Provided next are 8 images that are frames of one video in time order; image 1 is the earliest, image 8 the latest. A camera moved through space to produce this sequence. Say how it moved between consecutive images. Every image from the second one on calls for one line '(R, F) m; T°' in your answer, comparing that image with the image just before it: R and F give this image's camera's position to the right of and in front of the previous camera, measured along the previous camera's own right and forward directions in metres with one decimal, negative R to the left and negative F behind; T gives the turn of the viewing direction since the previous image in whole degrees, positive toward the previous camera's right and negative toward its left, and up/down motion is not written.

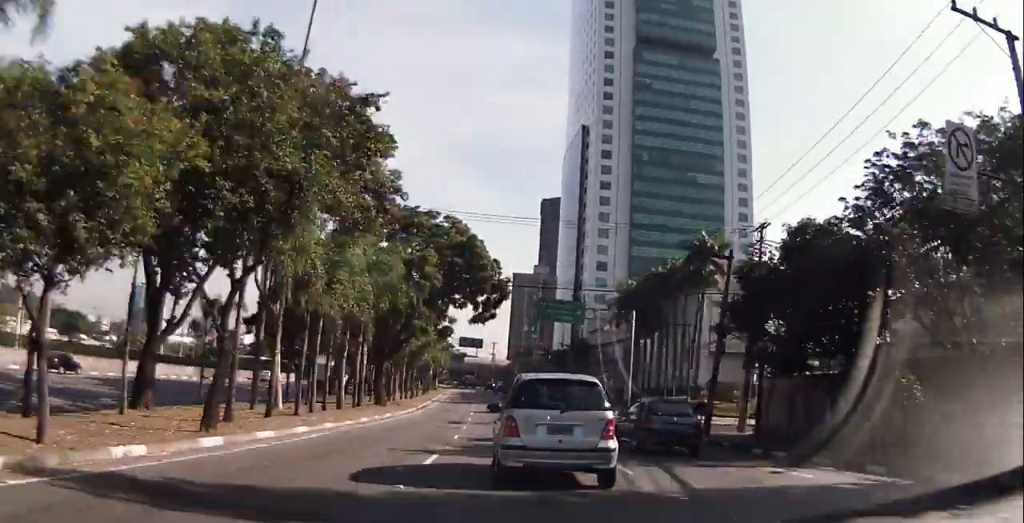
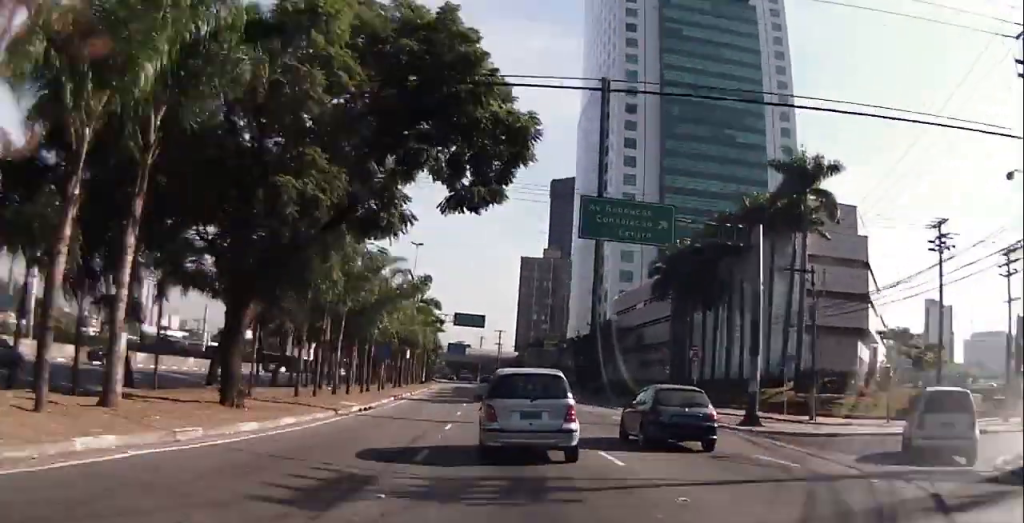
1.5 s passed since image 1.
(0.0, +25.2) m; 0°
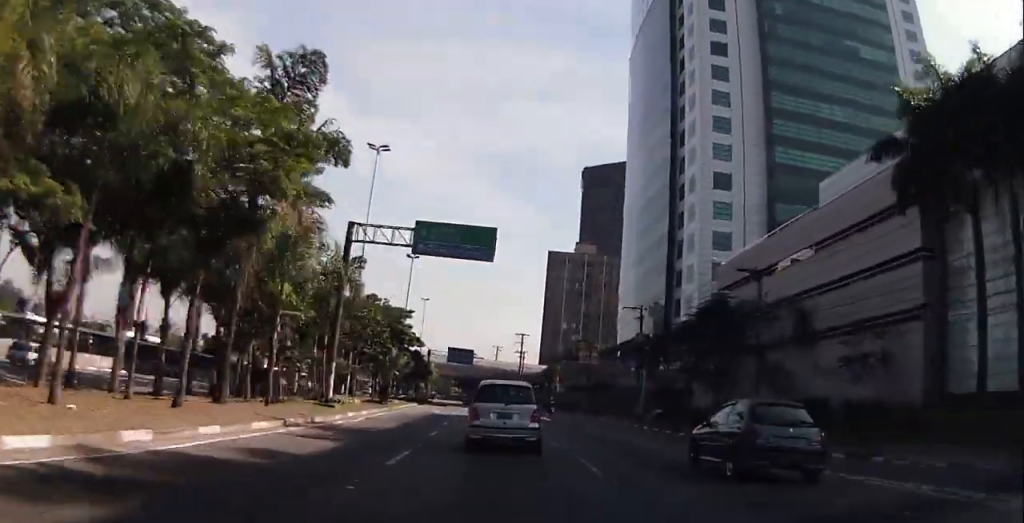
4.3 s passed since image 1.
(-0.5, +48.6) m; -3°
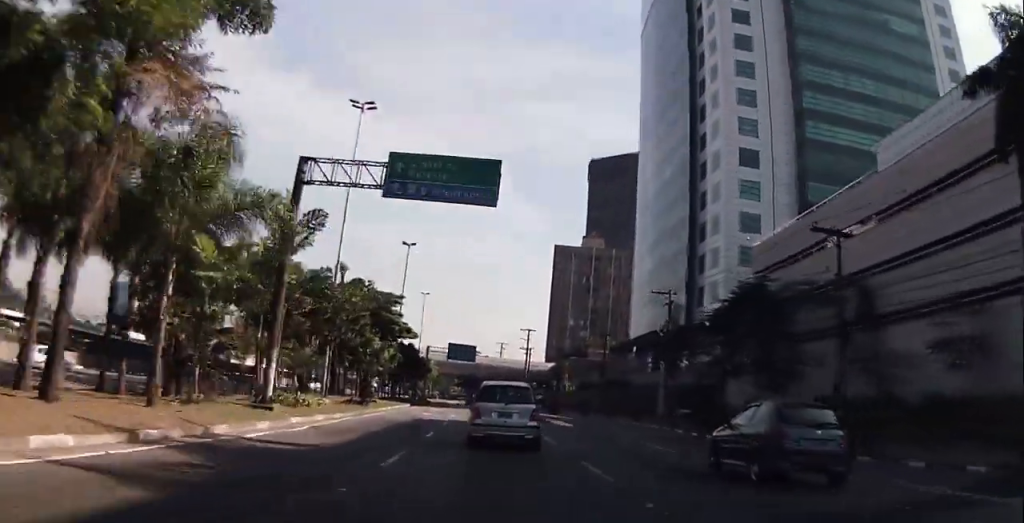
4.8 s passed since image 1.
(0.0, +8.5) m; -1°
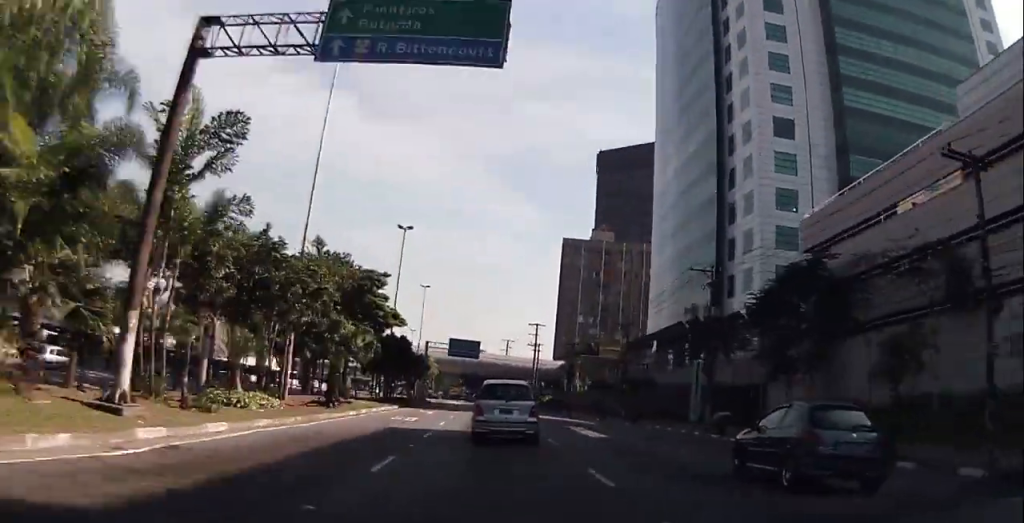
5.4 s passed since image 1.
(-0.2, +9.1) m; 0°
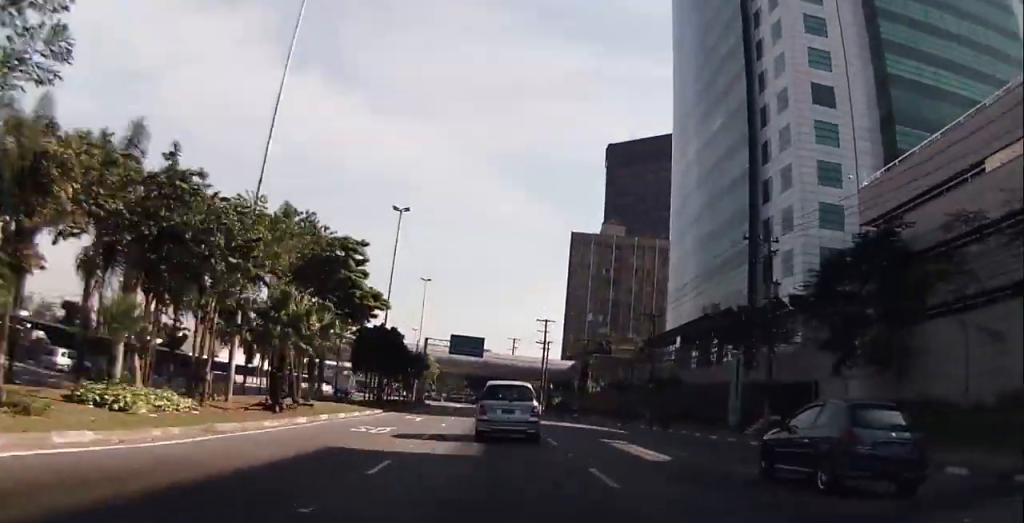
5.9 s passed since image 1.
(-0.1, +8.6) m; 0°
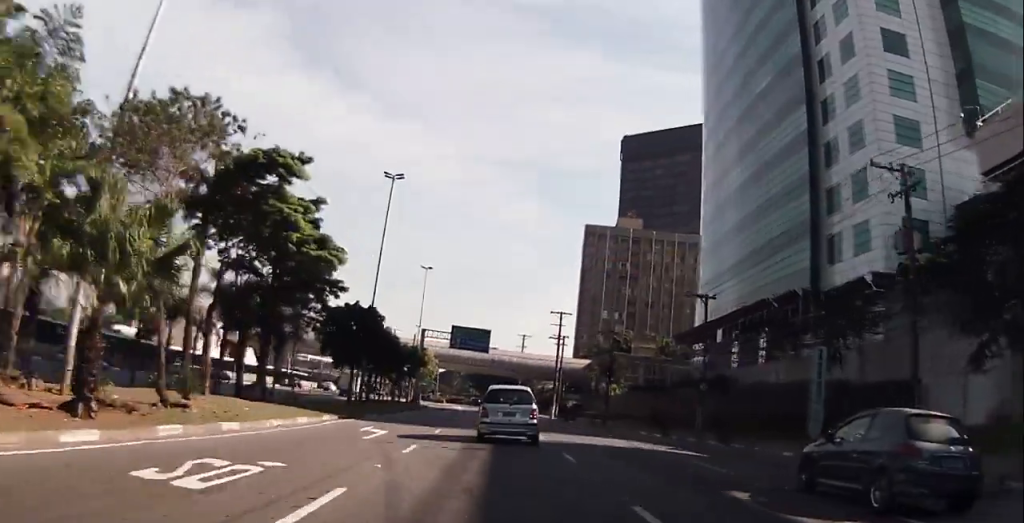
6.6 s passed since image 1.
(+0.3, +12.1) m; 0°
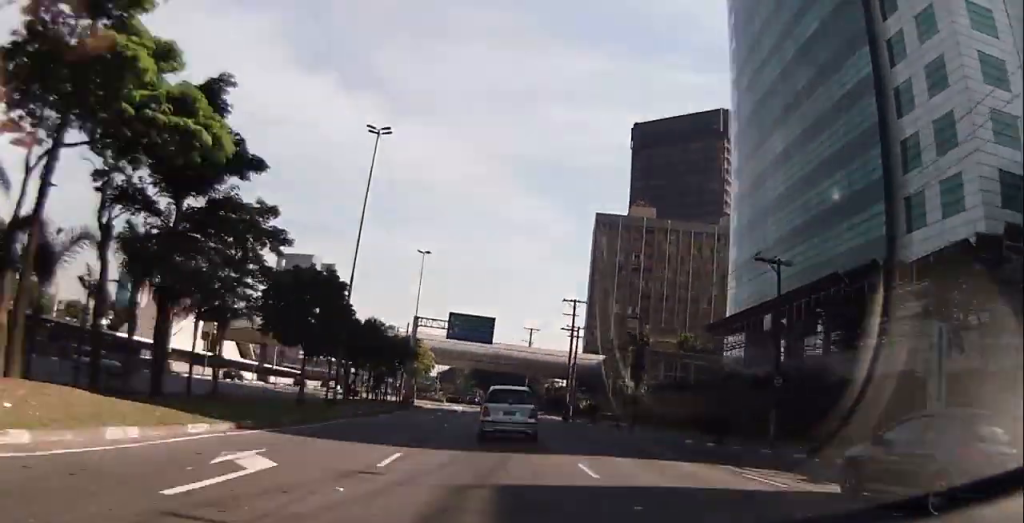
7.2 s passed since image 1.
(0.0, +11.0) m; 0°
